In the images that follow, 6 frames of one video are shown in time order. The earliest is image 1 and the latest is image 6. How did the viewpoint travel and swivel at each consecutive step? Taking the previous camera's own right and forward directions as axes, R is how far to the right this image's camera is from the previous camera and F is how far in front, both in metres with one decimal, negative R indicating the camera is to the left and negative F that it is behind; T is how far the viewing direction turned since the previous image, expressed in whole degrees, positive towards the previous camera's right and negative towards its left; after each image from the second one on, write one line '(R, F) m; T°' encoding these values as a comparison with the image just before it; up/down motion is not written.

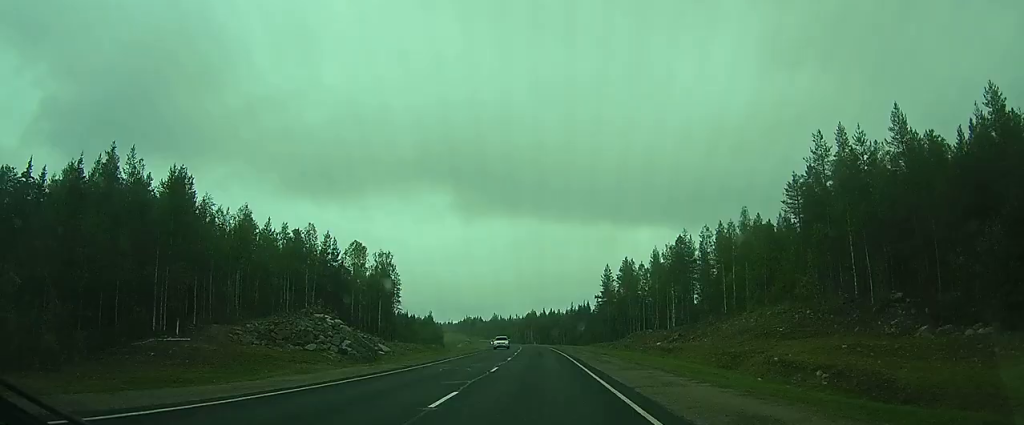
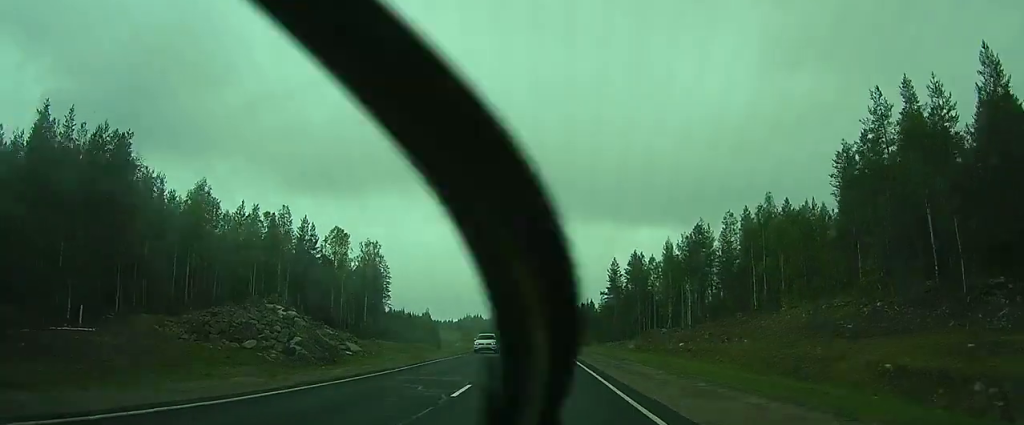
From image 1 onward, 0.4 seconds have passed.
(+0.1, +10.0) m; 0°
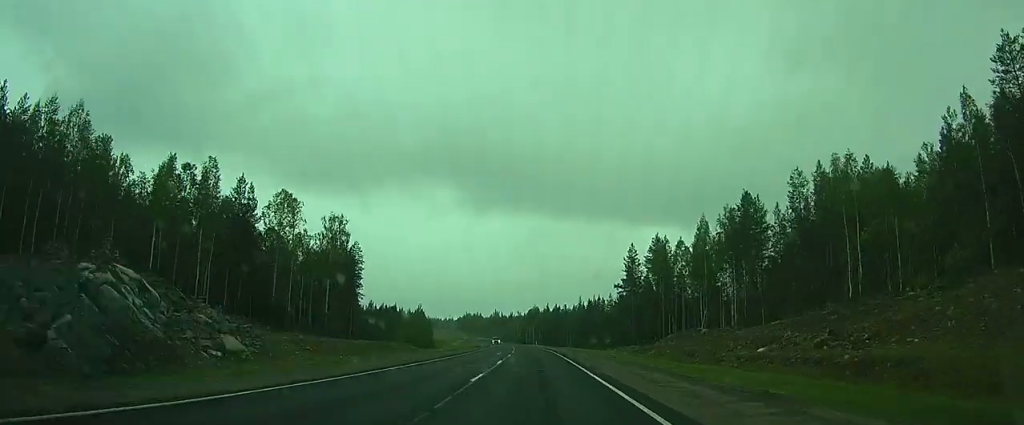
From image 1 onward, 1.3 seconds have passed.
(-0.1, +20.2) m; 0°
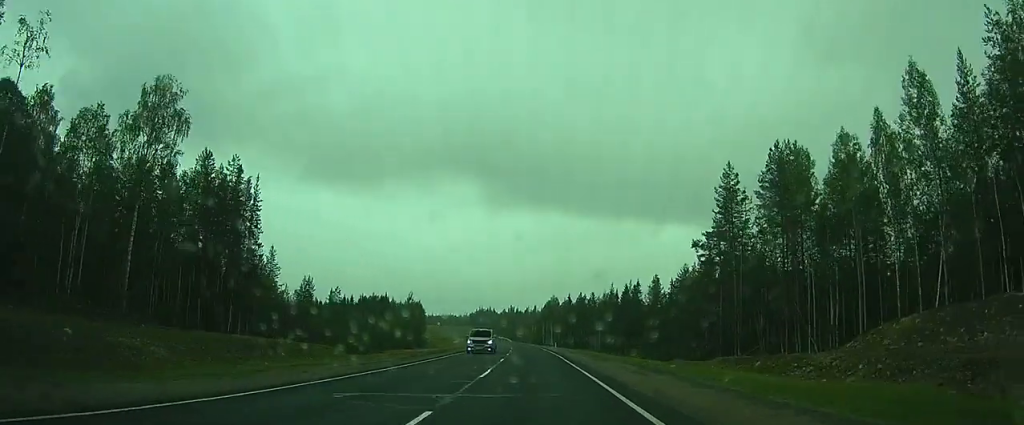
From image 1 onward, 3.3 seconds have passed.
(-0.2, +47.2) m; -1°
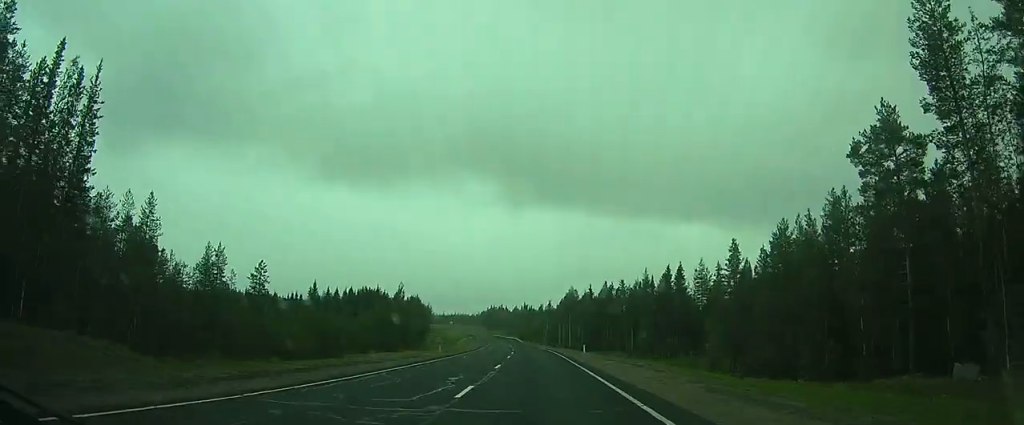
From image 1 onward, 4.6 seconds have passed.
(-0.4, +31.5) m; -1°
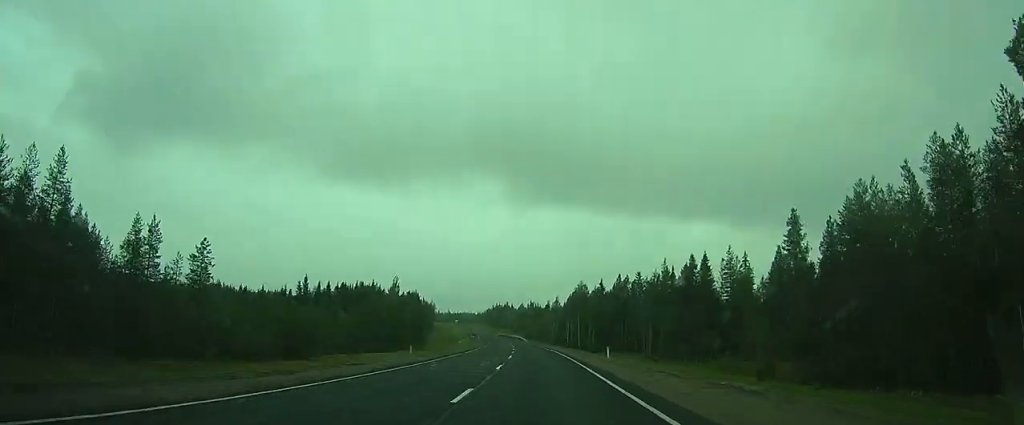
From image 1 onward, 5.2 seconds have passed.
(-0.1, +13.3) m; 0°
